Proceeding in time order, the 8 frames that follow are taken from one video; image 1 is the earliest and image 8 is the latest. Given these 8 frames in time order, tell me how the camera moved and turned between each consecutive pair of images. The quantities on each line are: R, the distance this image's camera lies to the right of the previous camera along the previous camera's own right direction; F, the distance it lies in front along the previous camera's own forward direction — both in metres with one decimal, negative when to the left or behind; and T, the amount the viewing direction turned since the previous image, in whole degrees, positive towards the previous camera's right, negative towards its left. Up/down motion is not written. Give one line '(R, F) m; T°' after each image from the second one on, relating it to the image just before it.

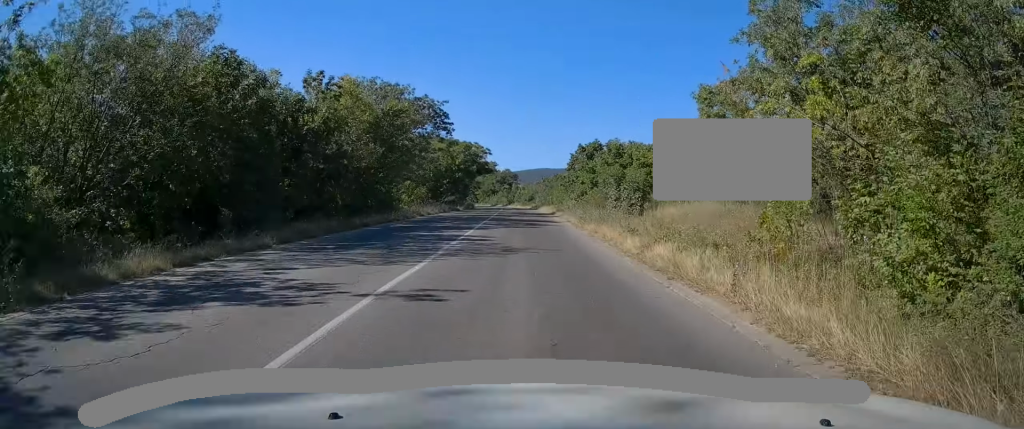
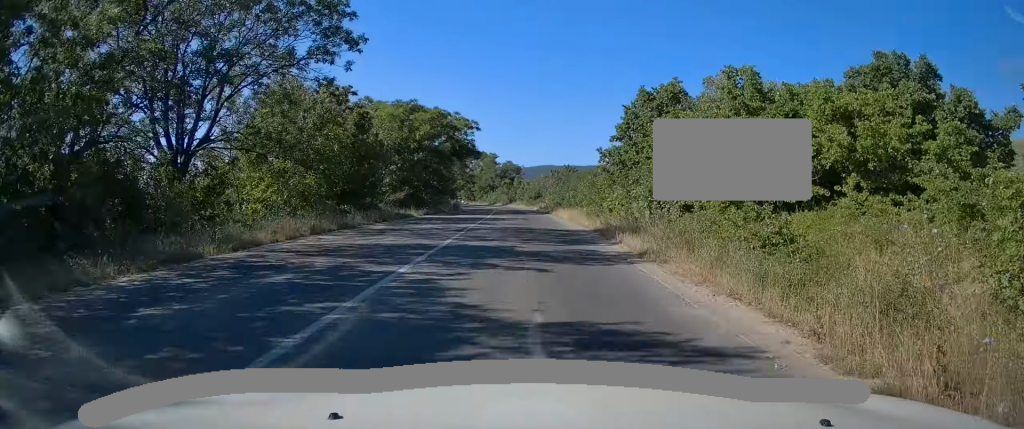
(-0.2, +27.2) m; -1°
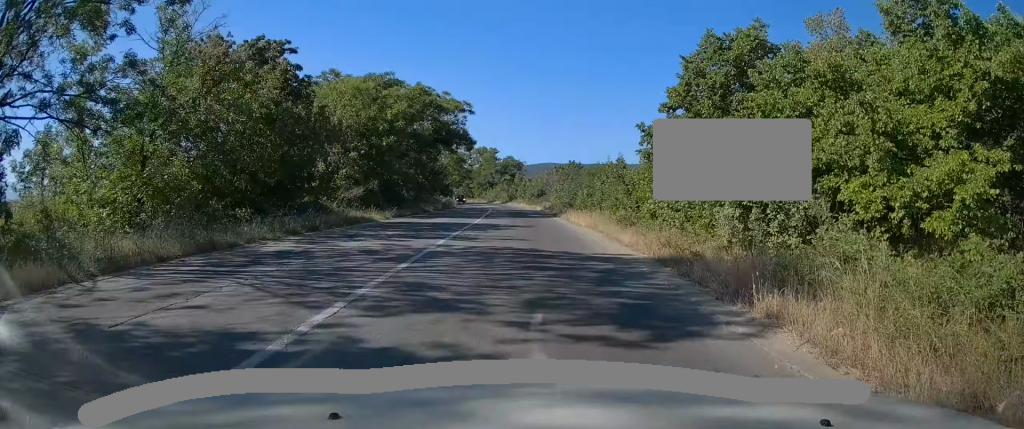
(-0.1, +9.4) m; 0°
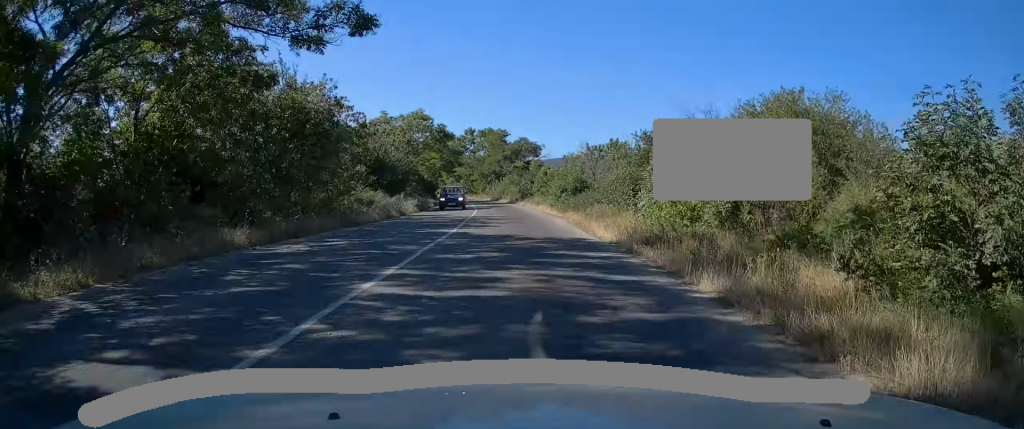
(-0.2, +37.3) m; -2°
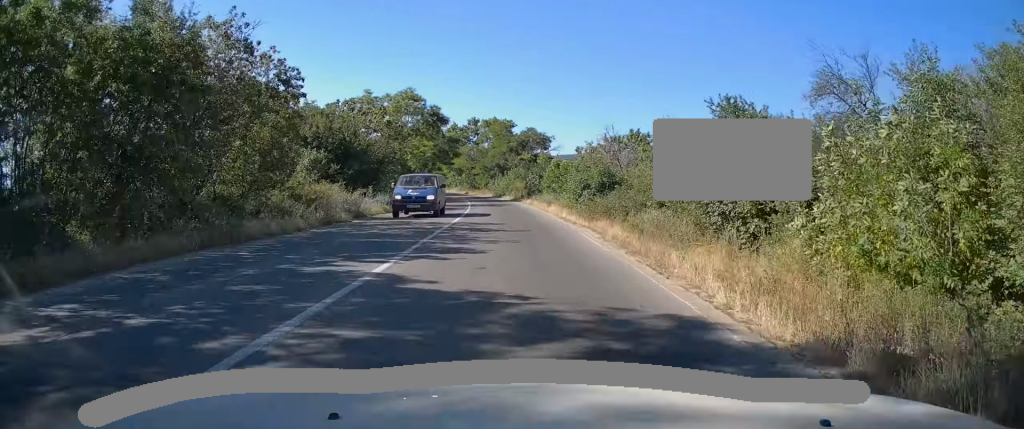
(-0.1, +10.2) m; -1°
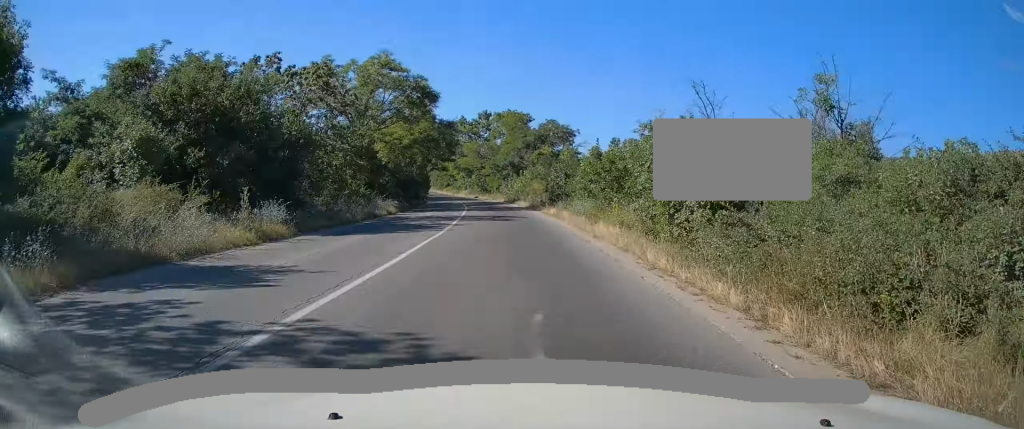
(-0.1, +16.1) m; -2°
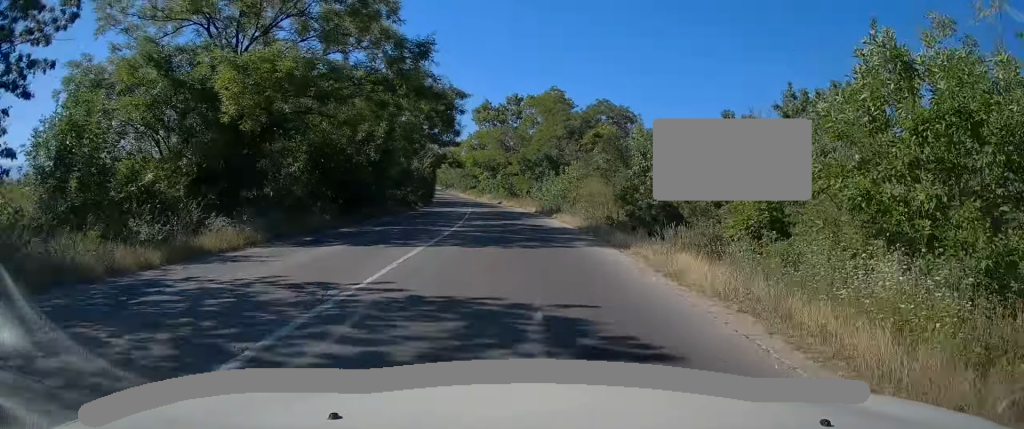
(-0.6, +22.4) m; -3°
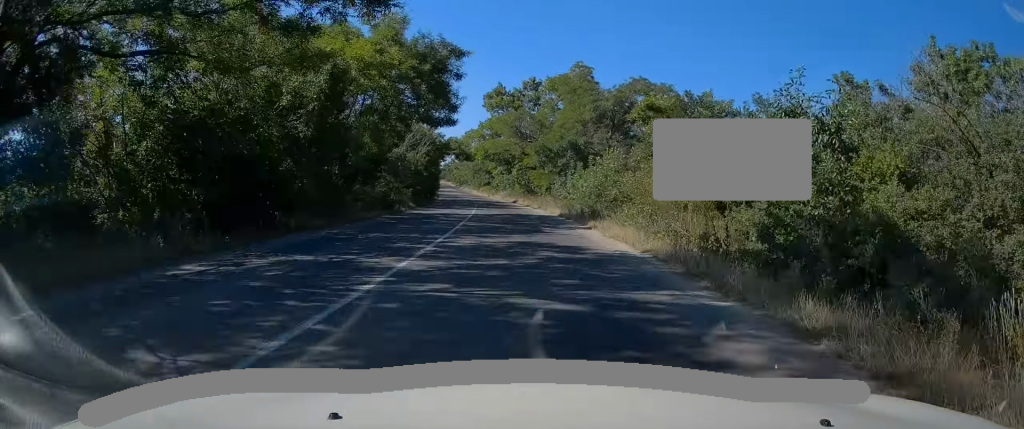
(-0.1, +10.5) m; -2°
